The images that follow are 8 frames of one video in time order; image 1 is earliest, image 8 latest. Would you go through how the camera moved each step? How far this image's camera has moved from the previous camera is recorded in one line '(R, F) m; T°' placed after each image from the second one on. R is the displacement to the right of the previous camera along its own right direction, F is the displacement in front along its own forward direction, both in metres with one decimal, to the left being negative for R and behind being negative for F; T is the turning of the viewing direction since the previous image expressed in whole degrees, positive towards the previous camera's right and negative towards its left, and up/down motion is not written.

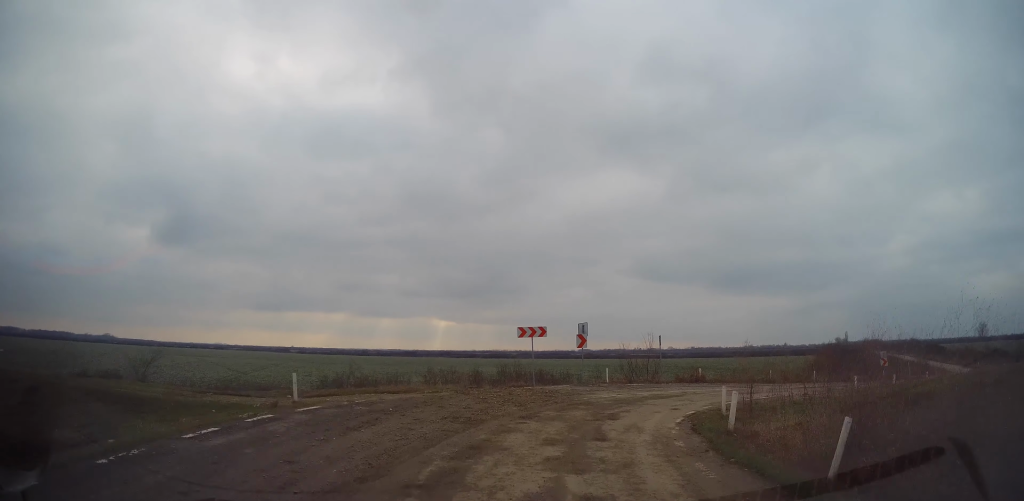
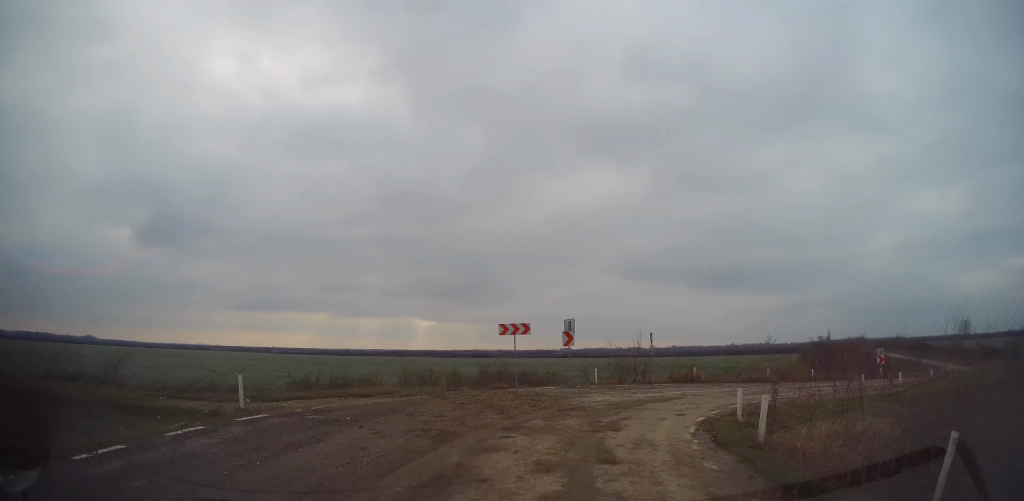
(-0.2, +1.8) m; +2°
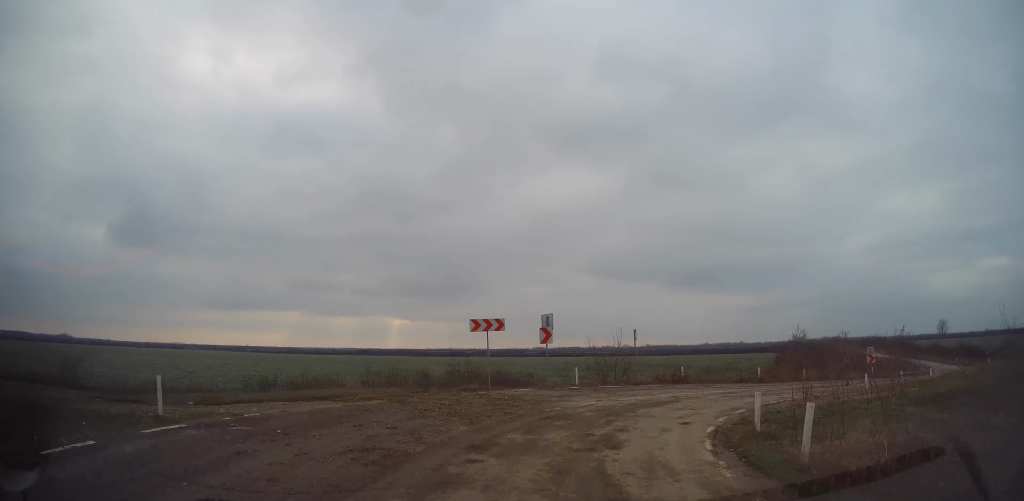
(+0.1, +2.0) m; +4°
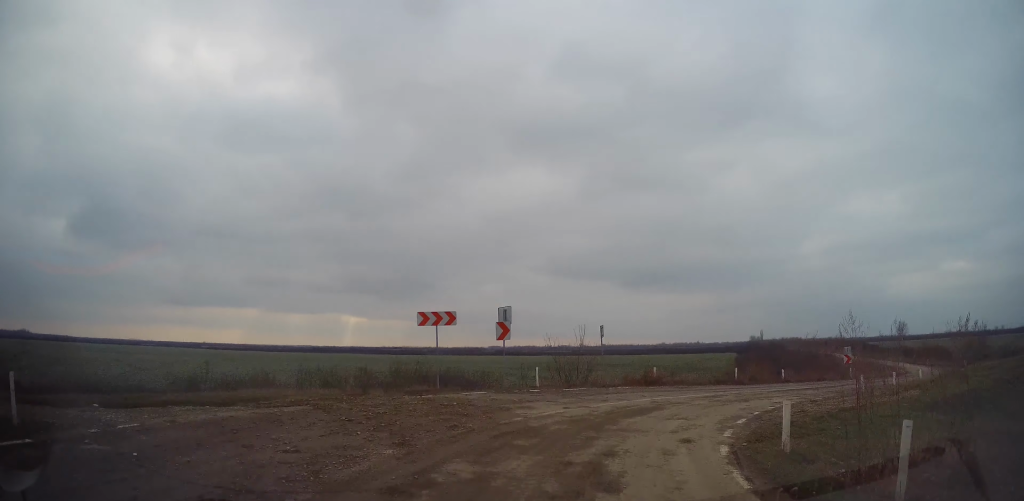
(+0.1, +2.4) m; +5°
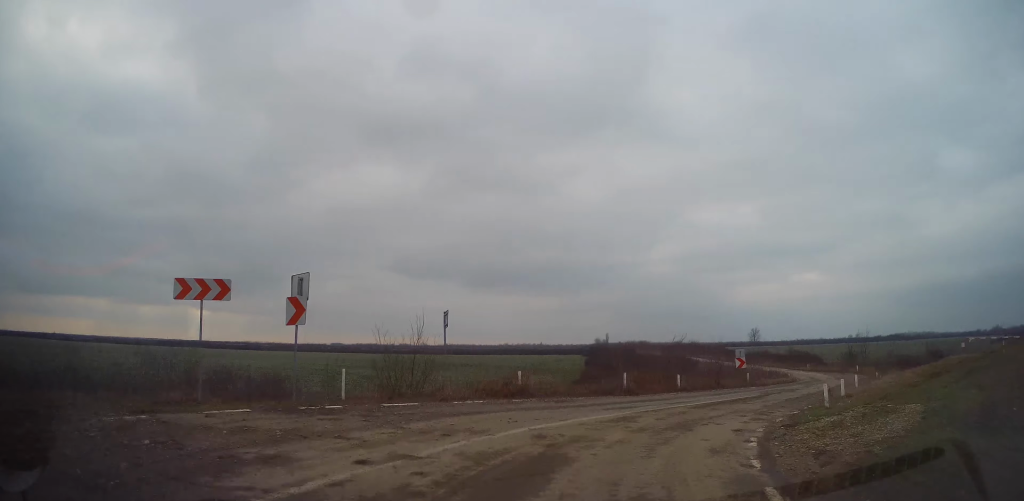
(+0.6, +6.5) m; +16°
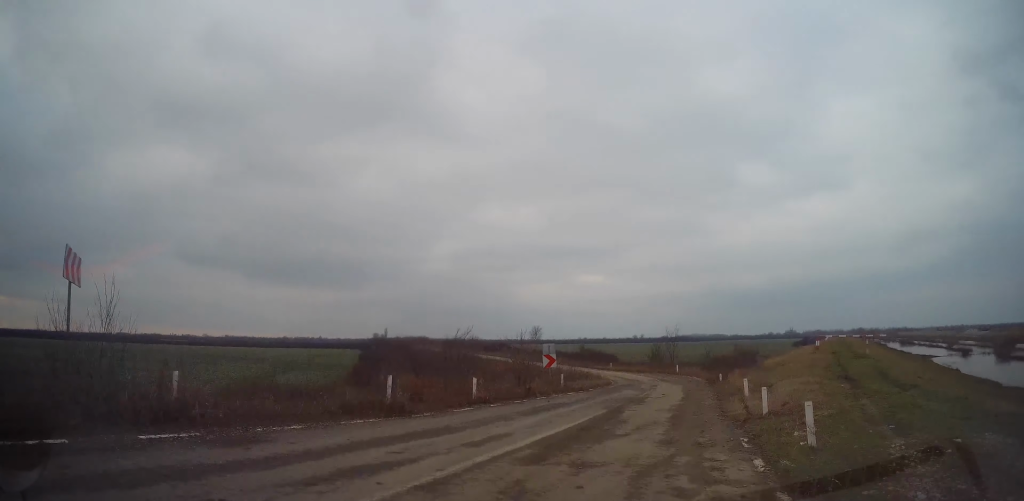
(+1.7, +7.8) m; +24°
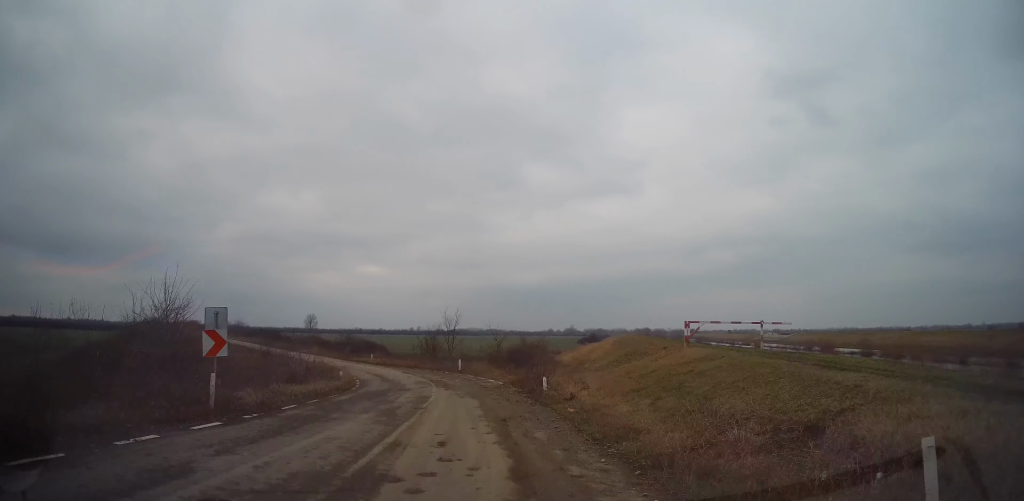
(+3.8, +13.1) m; +22°
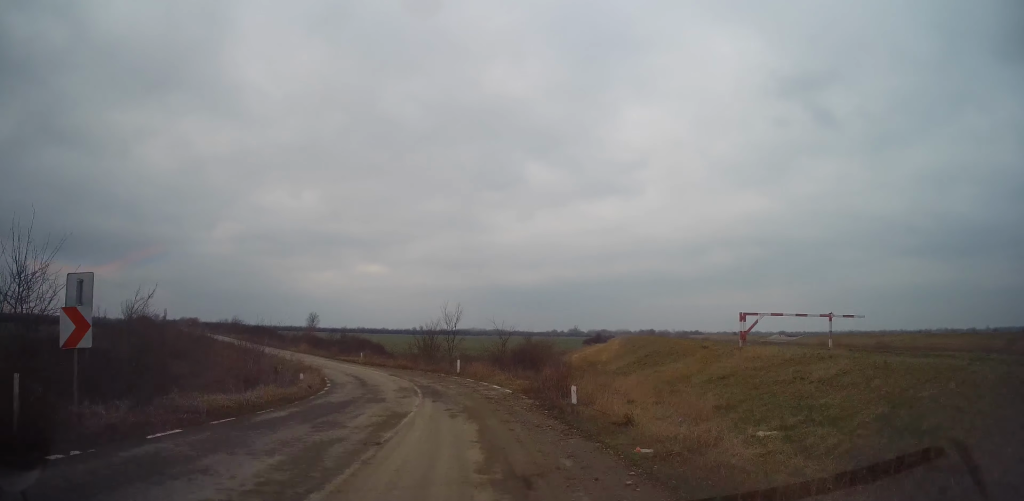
(-0.1, +5.3) m; -1°
